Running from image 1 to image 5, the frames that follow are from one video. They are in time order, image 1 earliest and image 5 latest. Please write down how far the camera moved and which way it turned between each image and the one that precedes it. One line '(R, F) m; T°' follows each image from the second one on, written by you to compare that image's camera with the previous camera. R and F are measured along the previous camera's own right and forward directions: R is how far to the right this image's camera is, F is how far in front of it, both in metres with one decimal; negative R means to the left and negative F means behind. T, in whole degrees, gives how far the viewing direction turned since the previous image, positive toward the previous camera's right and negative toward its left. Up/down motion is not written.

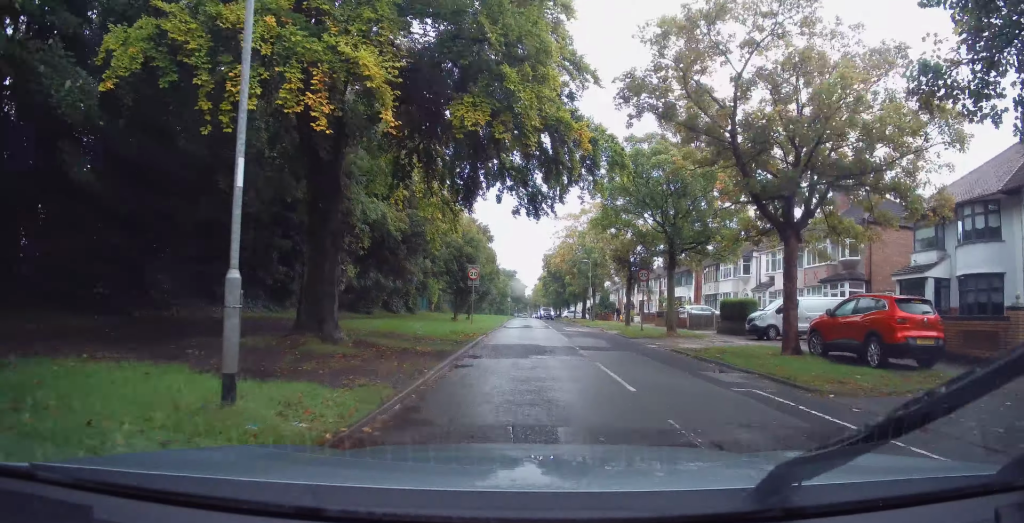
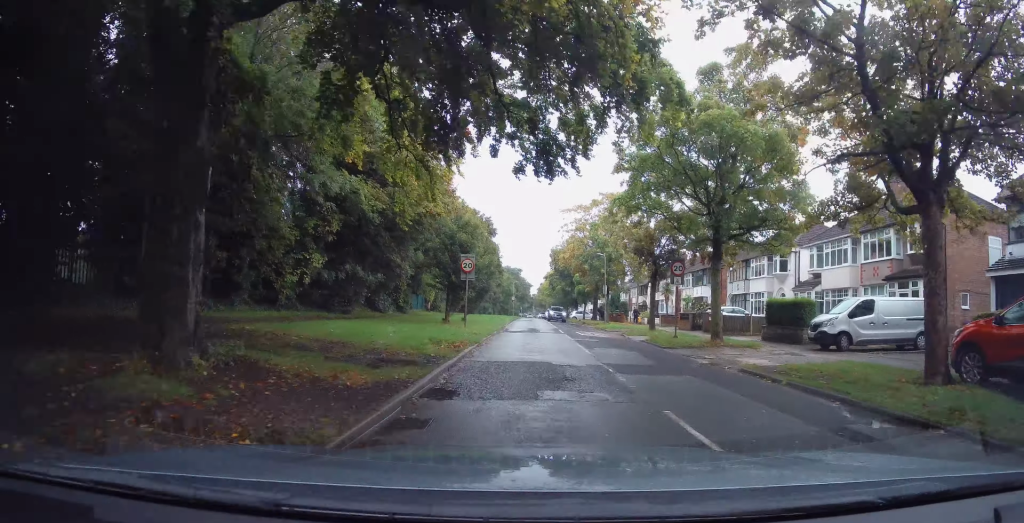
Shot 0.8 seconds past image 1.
(+0.1, +5.4) m; -1°
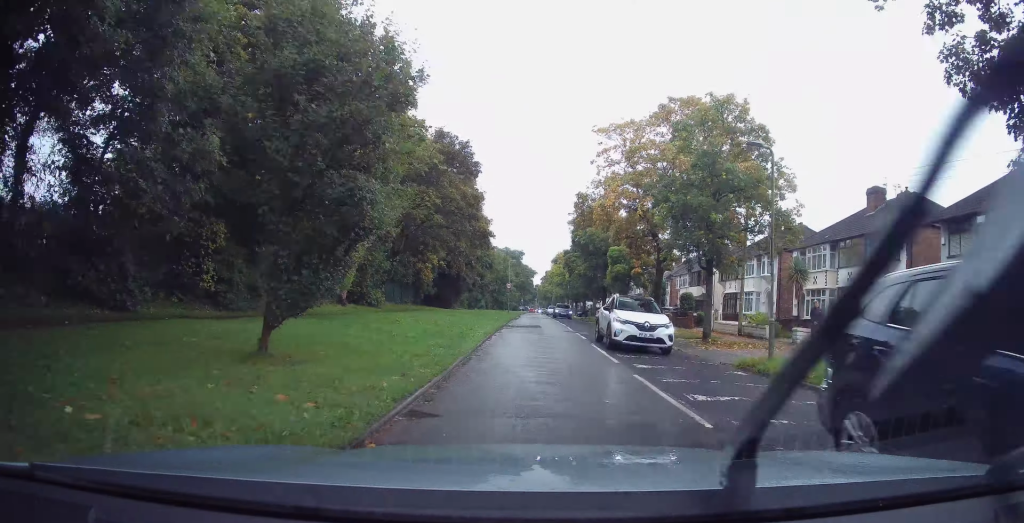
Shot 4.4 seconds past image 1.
(-2.1, +26.7) m; -1°
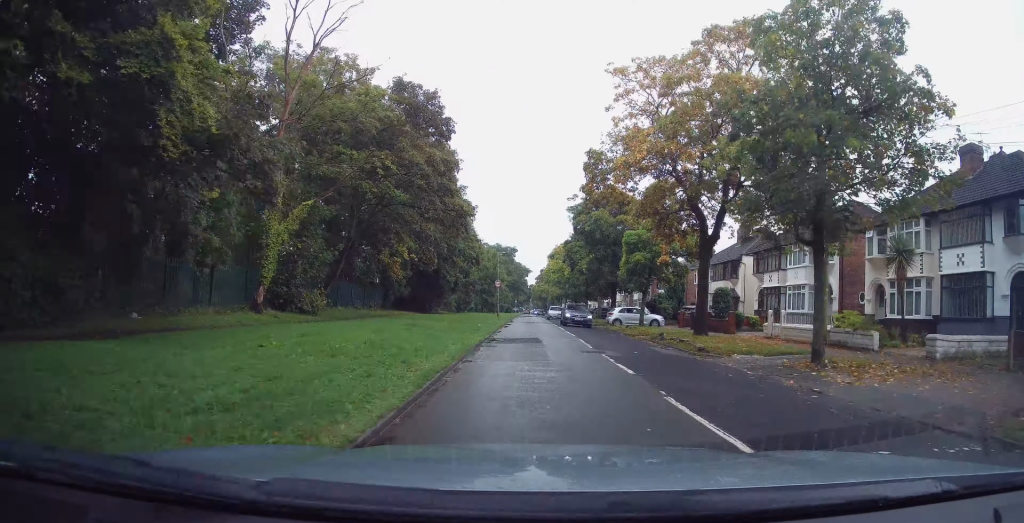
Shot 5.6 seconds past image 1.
(-0.1, +9.2) m; +1°
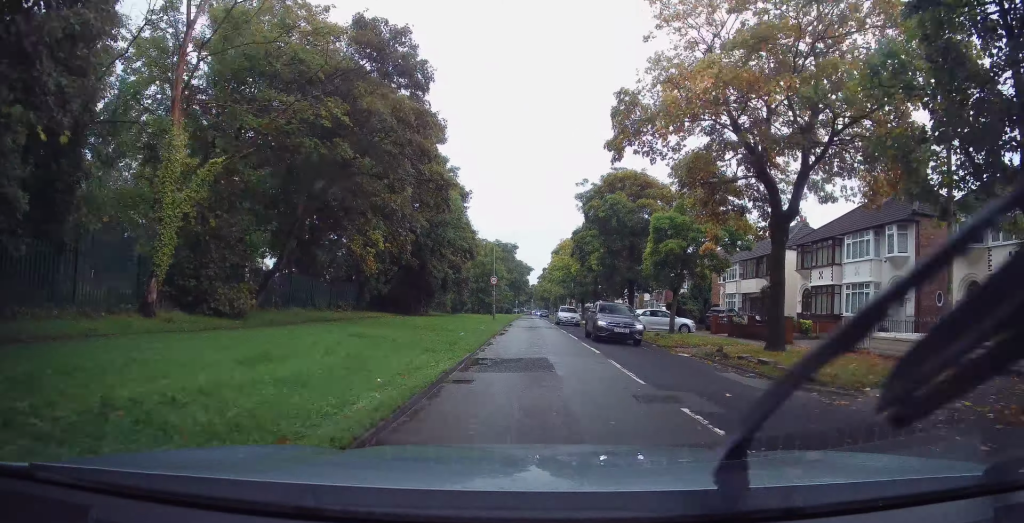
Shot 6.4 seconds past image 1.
(+0.2, +6.8) m; 0°
